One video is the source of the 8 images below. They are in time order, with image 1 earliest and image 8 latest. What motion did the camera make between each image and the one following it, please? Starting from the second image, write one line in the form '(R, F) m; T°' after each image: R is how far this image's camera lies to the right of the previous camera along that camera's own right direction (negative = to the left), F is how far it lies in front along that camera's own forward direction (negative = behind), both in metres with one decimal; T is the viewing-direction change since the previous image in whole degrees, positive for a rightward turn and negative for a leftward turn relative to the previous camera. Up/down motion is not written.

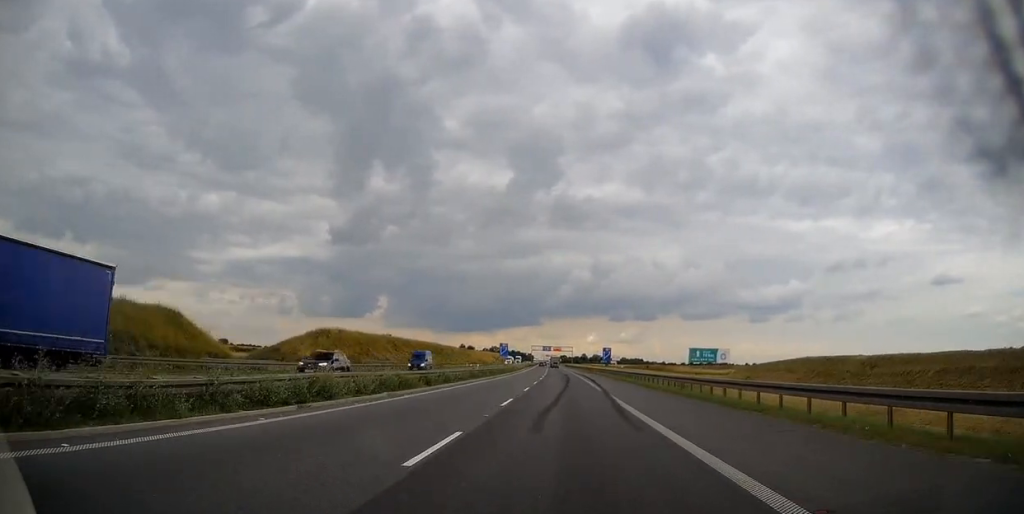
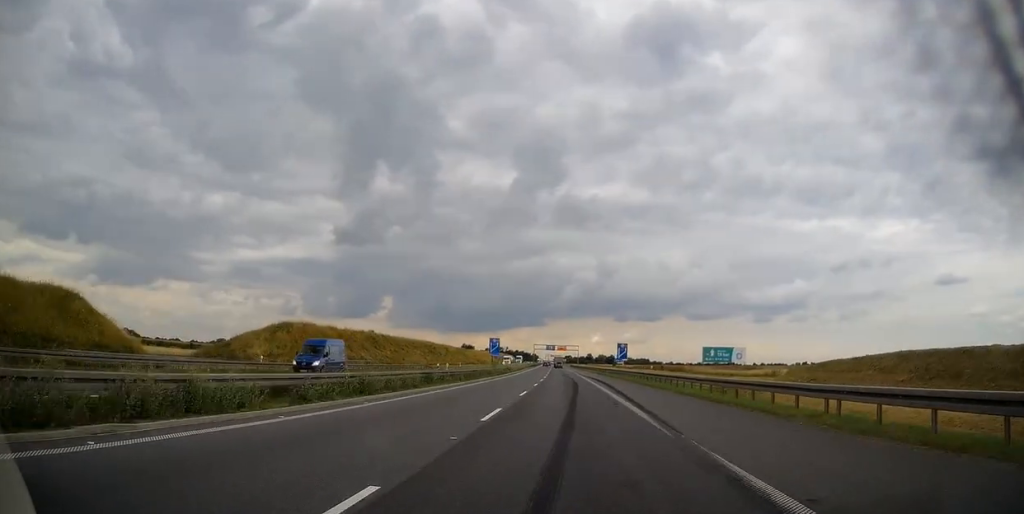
(-0.1, +17.5) m; 0°
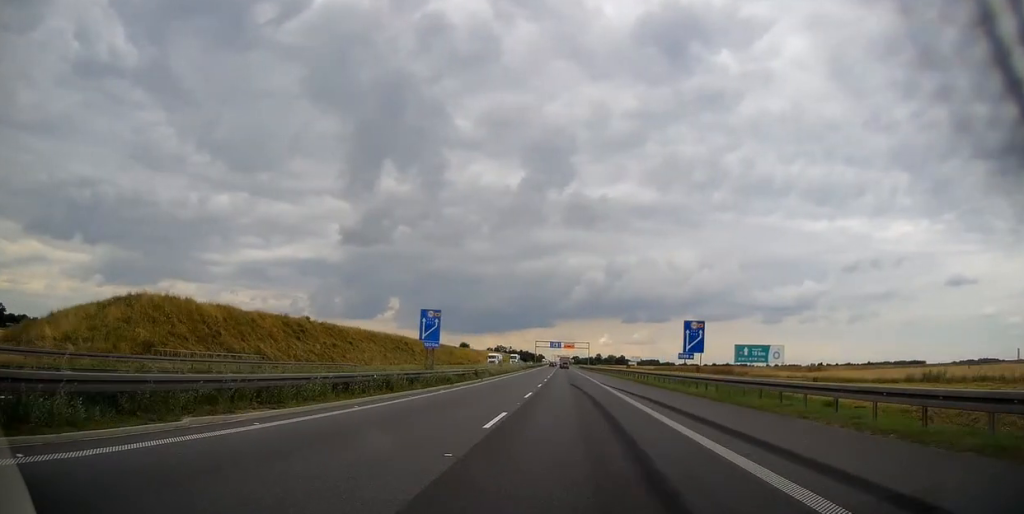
(0.0, +37.8) m; 0°
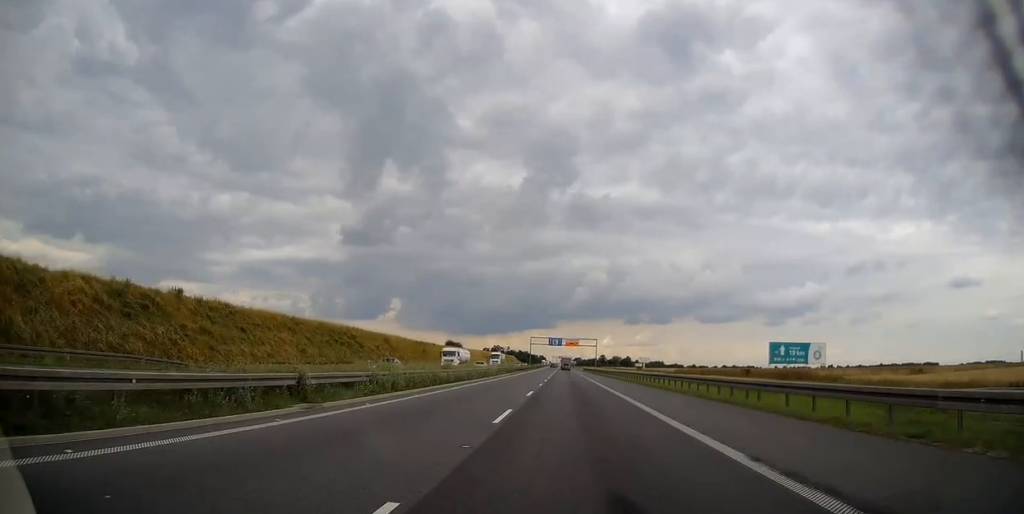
(-0.2, +35.1) m; -1°
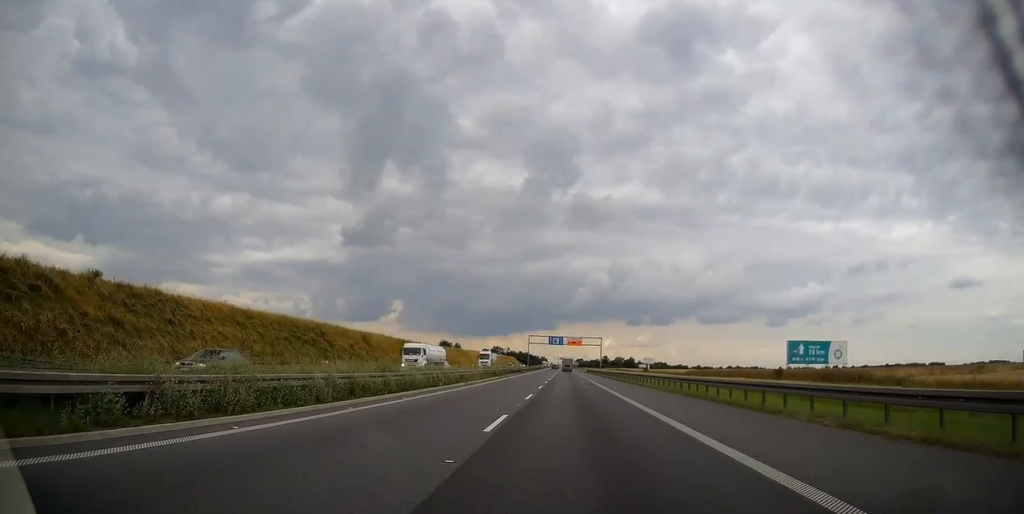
(-0.2, +13.7) m; 0°
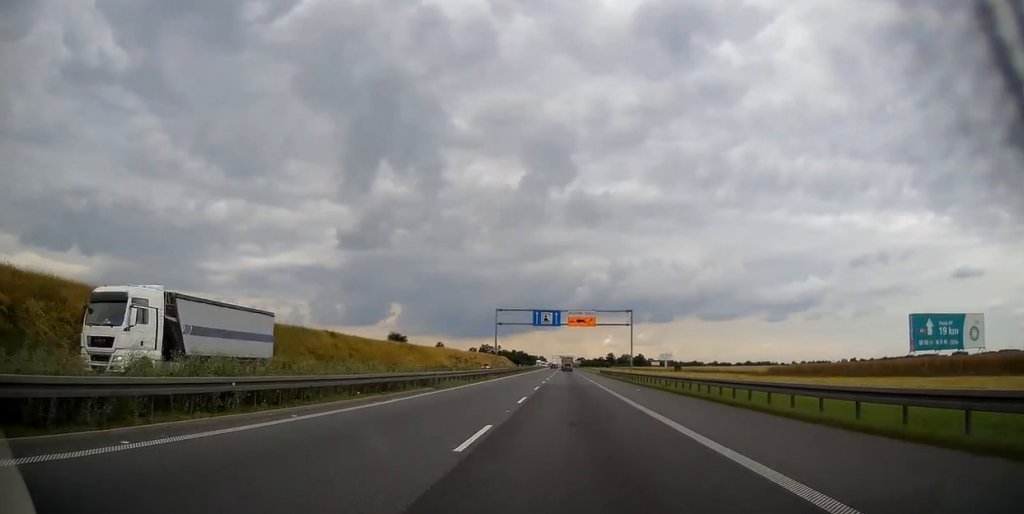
(+0.3, +63.2) m; 0°
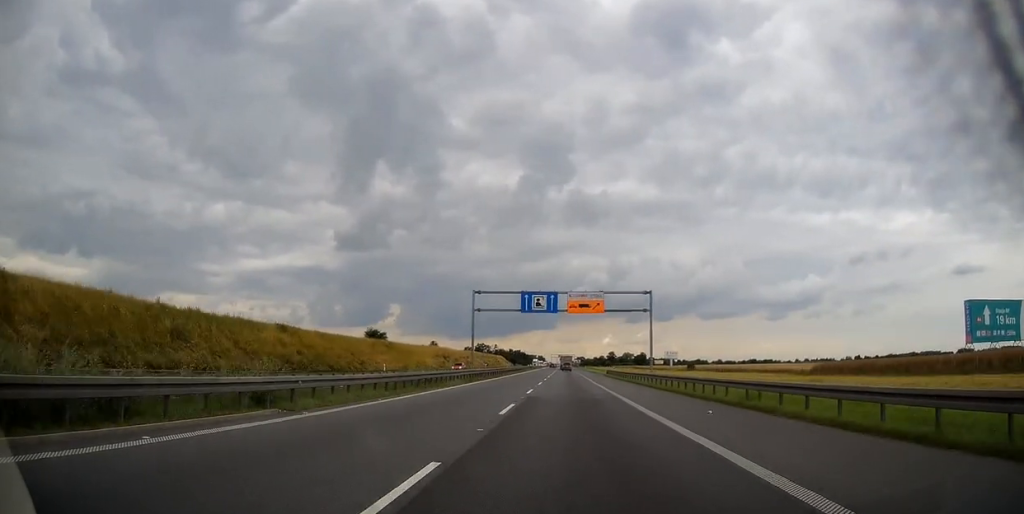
(0.0, +17.3) m; 0°
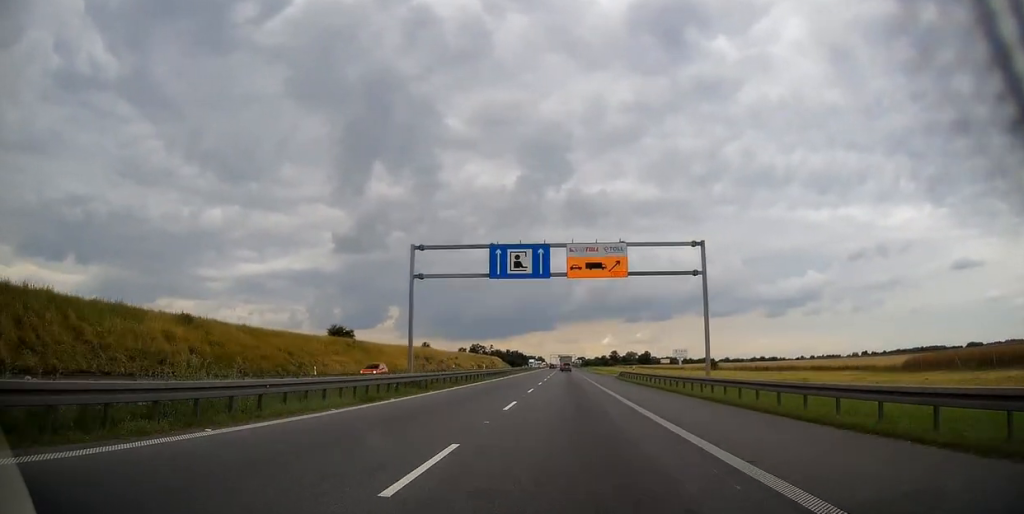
(+0.1, +22.2) m; 0°
